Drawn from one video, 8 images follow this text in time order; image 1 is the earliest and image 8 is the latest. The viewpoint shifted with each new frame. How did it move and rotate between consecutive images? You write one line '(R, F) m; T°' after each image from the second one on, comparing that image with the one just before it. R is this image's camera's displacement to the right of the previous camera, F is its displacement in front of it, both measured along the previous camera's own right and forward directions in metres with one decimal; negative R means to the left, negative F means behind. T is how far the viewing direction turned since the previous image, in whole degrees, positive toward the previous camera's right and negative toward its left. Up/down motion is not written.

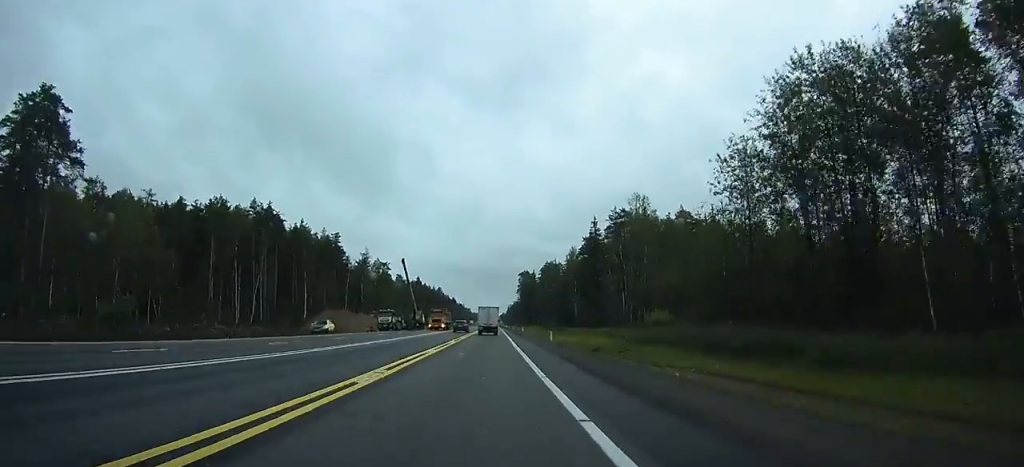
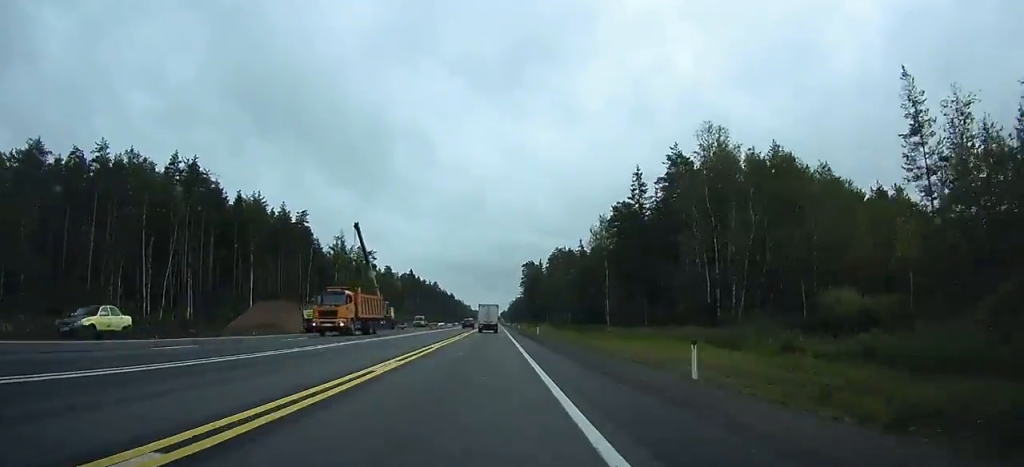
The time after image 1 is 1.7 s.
(+0.1, +31.4) m; 0°
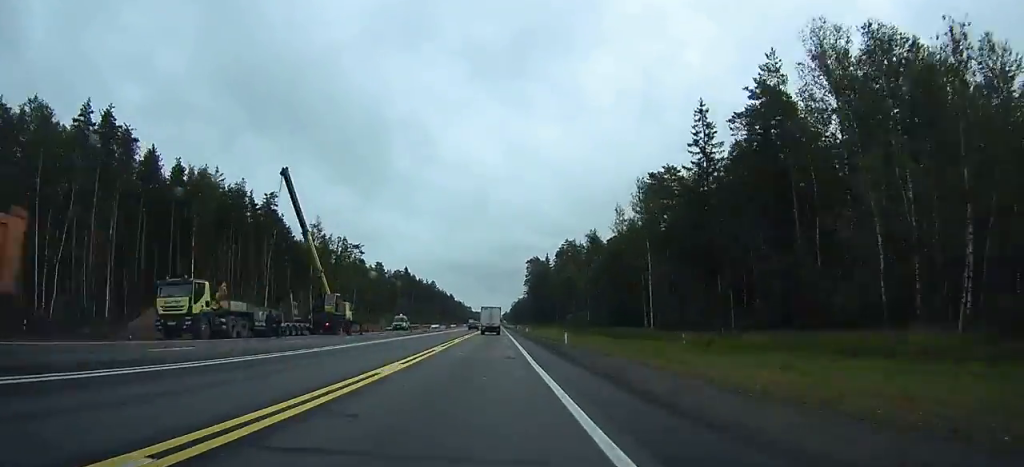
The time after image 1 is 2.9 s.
(0.0, +23.1) m; 0°
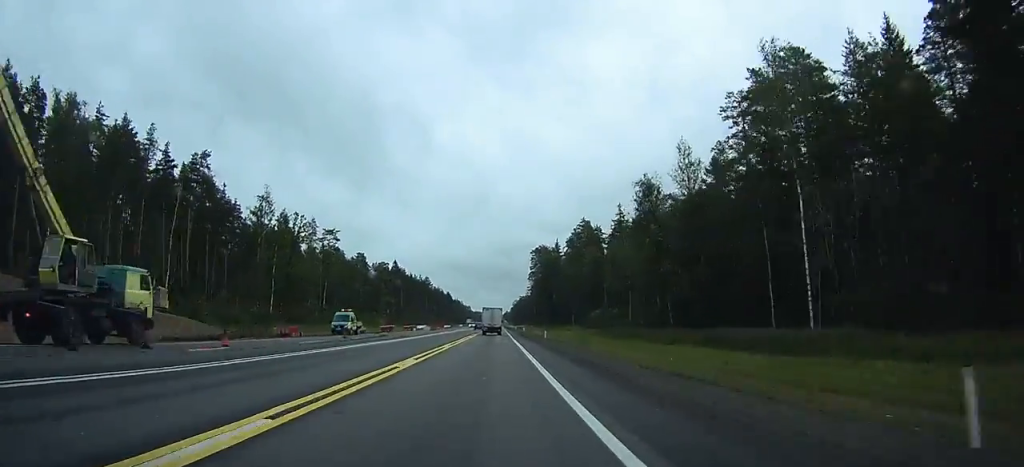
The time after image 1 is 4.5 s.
(+0.1, +33.0) m; 0°
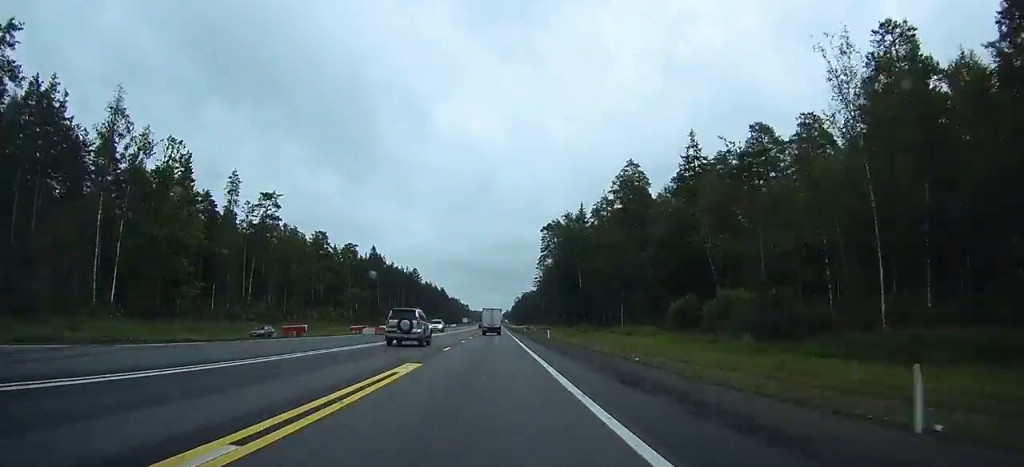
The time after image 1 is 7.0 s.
(-0.2, +49.5) m; 0°
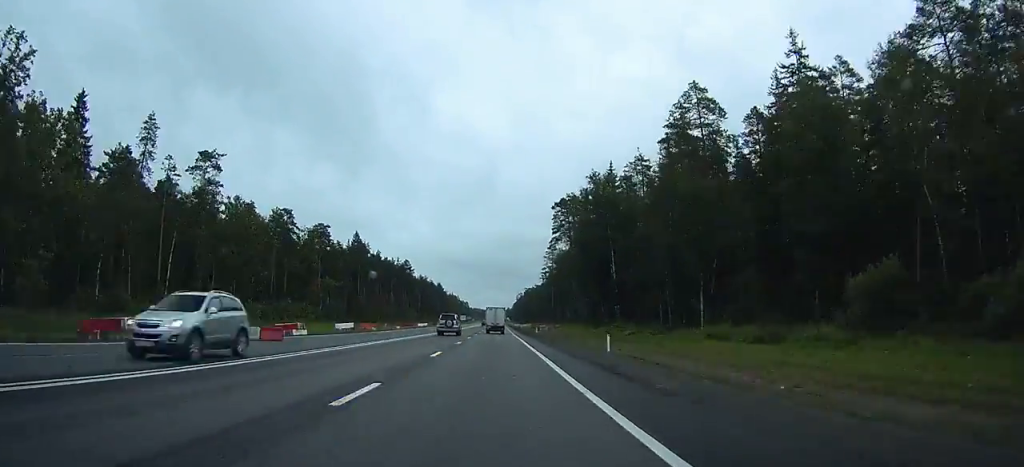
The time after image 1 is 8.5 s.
(0.0, +29.7) m; 0°
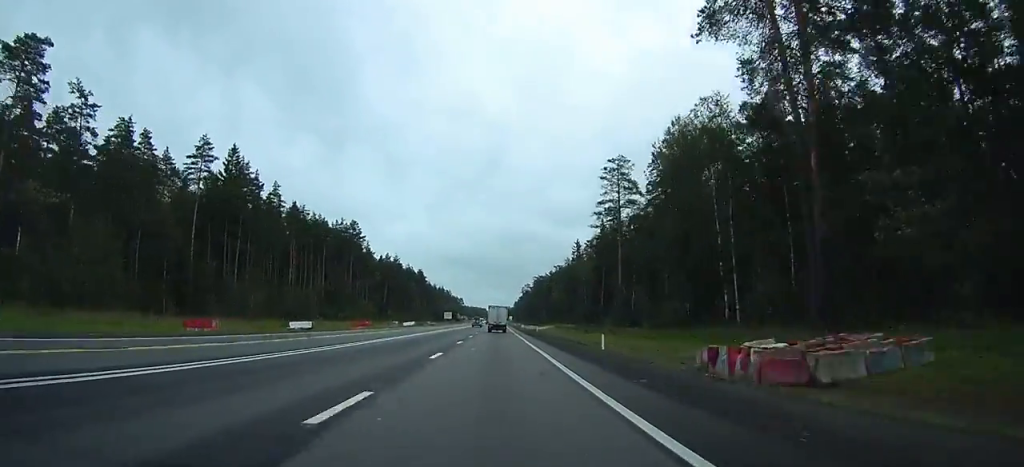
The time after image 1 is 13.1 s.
(+0.4, +96.0) m; 0°
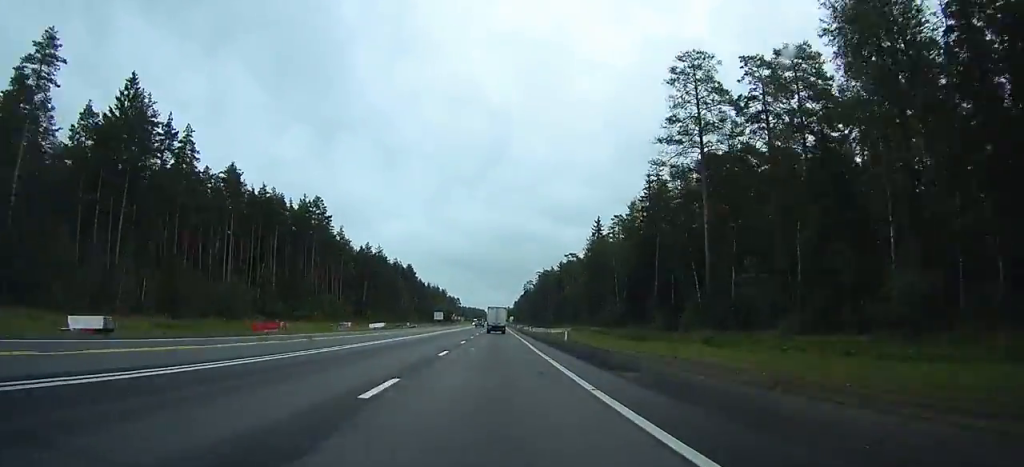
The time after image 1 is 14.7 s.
(-0.1, +33.2) m; 0°
